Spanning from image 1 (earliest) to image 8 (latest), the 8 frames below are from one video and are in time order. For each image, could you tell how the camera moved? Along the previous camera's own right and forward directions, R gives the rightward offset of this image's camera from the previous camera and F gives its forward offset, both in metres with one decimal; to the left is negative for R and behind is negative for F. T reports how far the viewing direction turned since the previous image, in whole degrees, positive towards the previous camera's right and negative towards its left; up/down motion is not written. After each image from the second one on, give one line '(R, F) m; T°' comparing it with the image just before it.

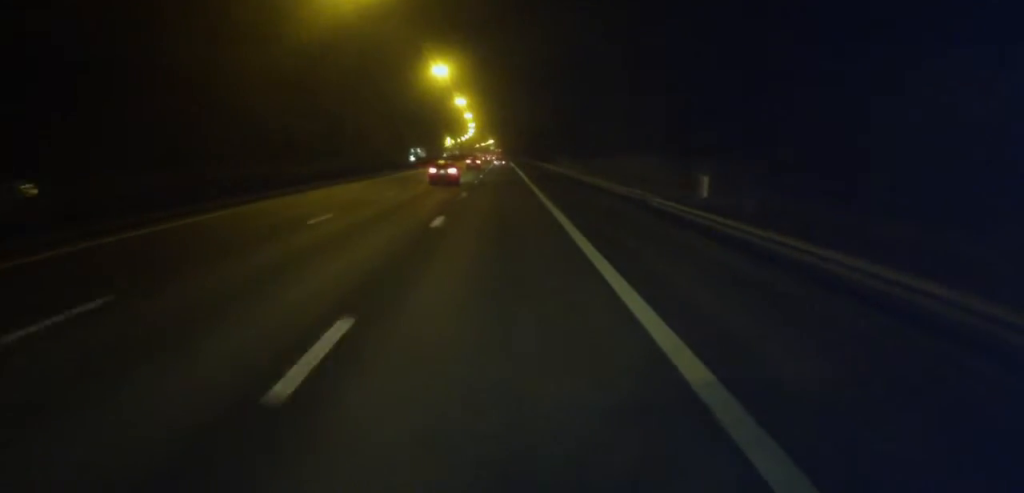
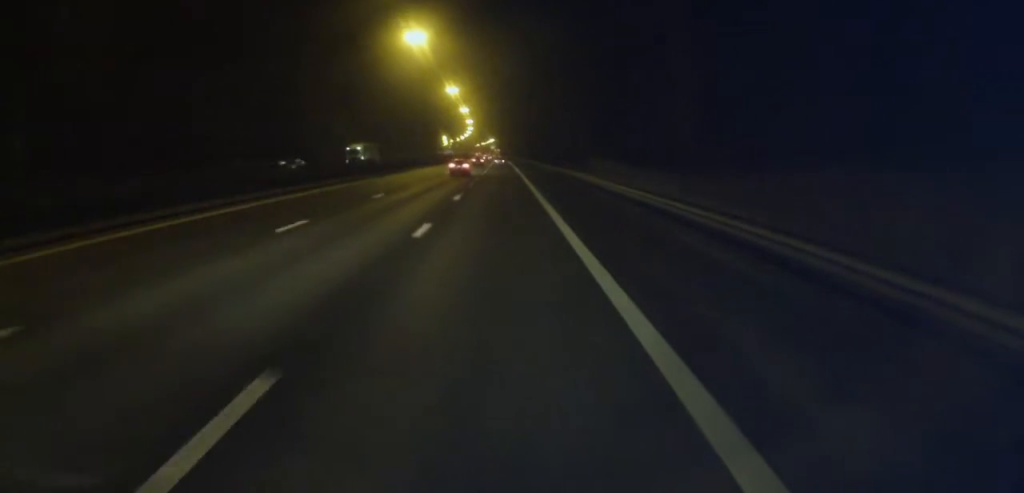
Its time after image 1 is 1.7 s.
(+0.9, +40.1) m; 0°
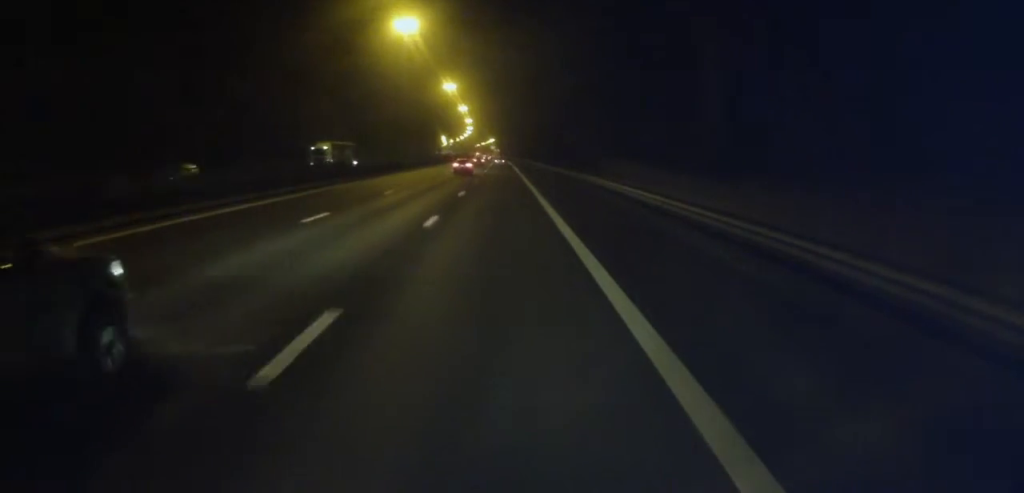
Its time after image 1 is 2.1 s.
(-0.1, +10.2) m; 0°
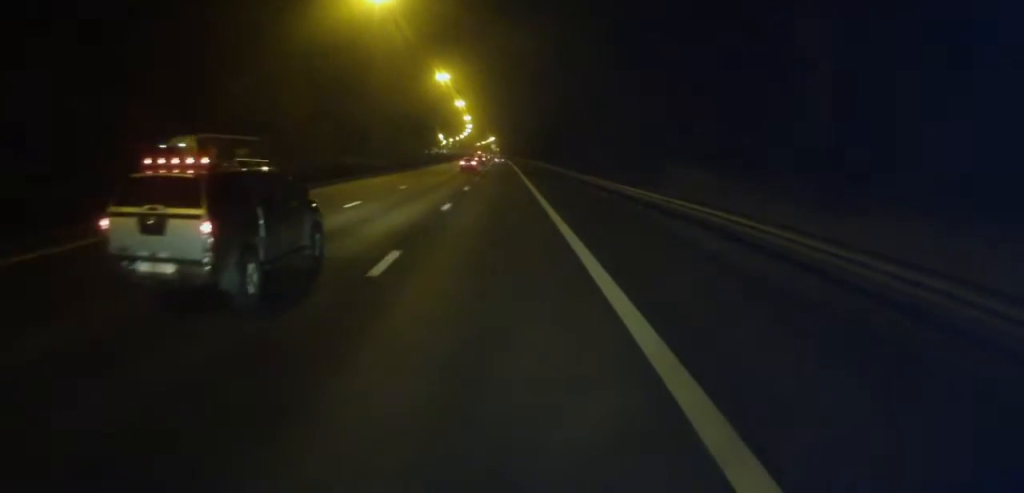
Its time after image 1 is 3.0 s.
(-0.4, +20.4) m; 0°
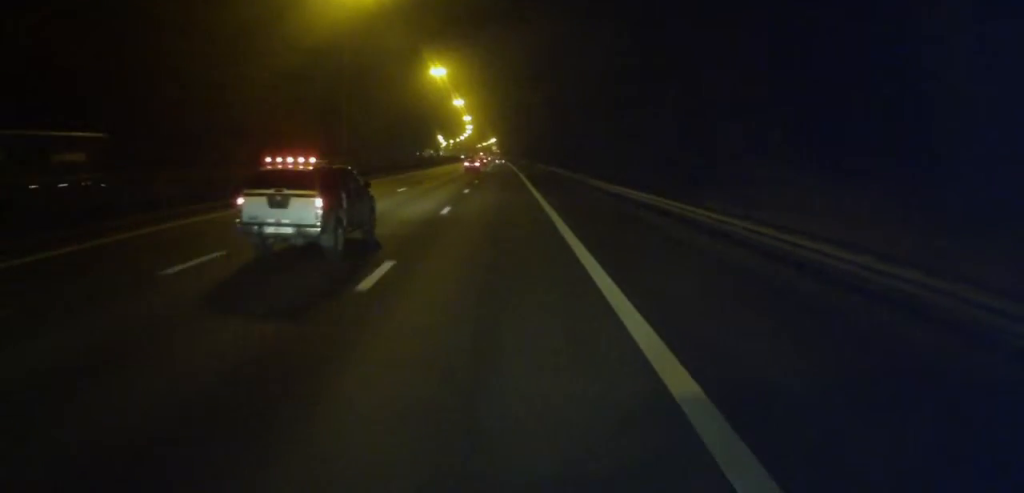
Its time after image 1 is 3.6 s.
(+0.3, +13.3) m; +1°
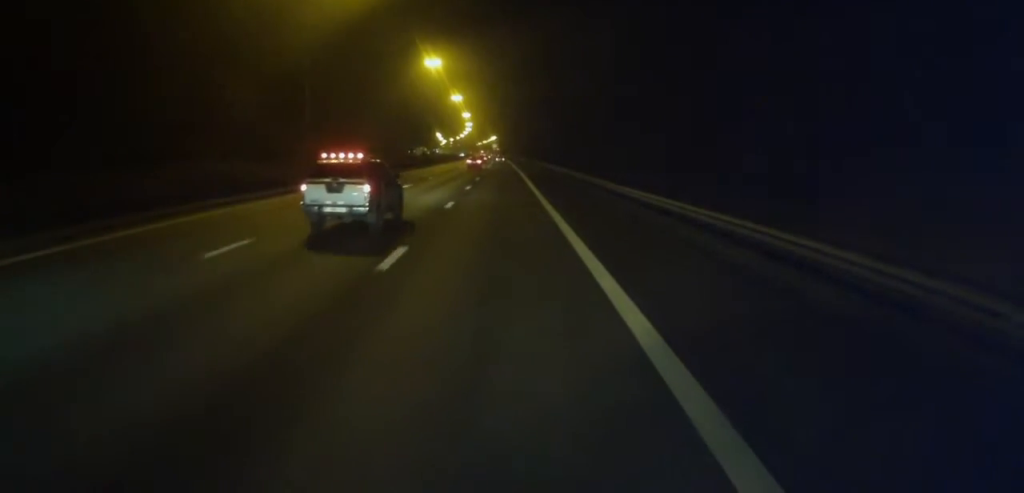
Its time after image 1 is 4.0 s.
(+0.1, +10.9) m; 0°
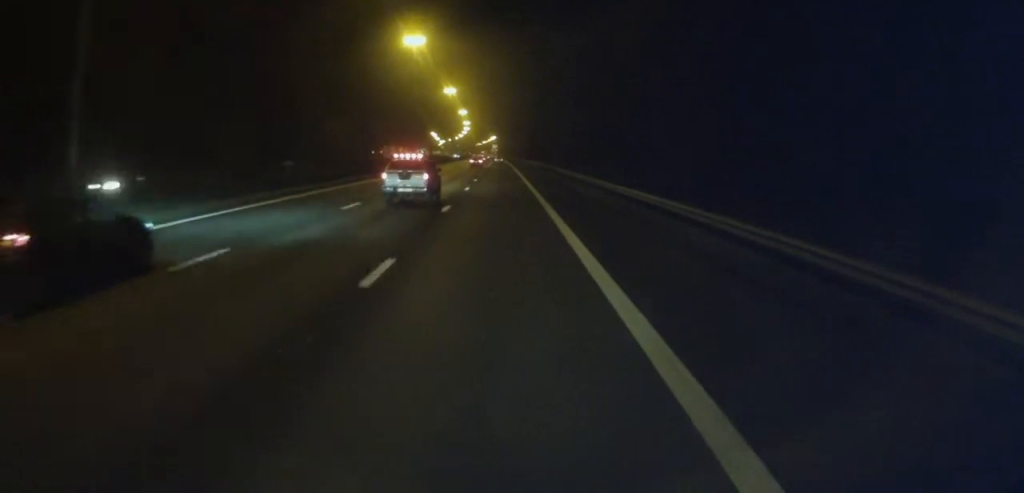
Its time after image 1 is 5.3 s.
(-0.4, +29.7) m; -2°
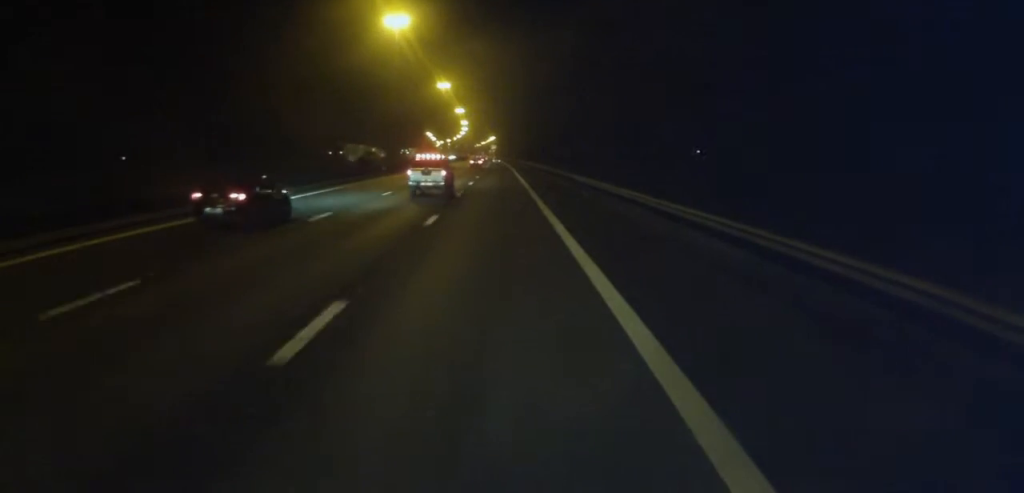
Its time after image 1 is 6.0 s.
(-0.2, +16.4) m; -1°
